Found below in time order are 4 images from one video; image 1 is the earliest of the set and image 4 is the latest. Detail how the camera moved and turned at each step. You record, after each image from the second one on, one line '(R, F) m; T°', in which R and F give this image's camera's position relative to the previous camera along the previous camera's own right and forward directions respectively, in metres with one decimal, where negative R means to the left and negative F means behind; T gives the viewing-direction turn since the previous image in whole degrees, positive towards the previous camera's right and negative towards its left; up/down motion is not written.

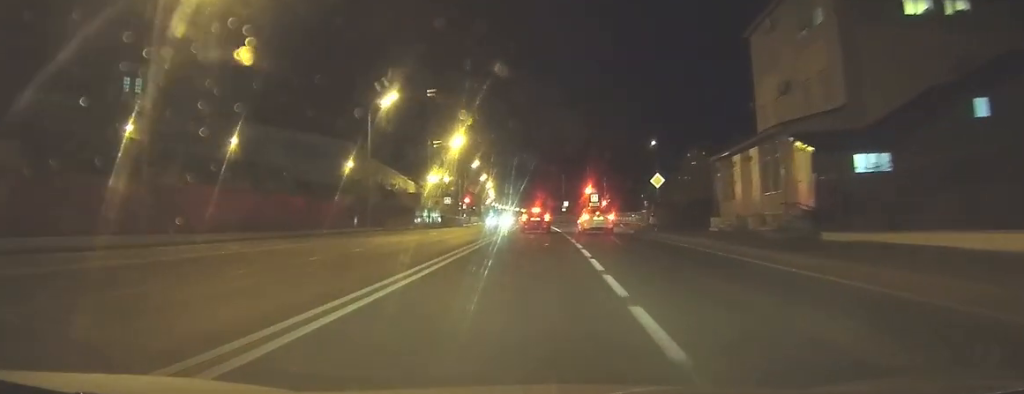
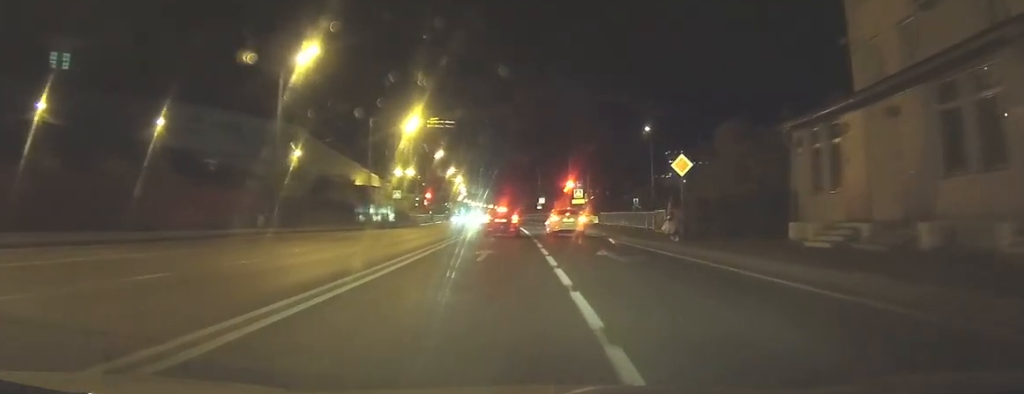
(0.0, +16.1) m; 0°
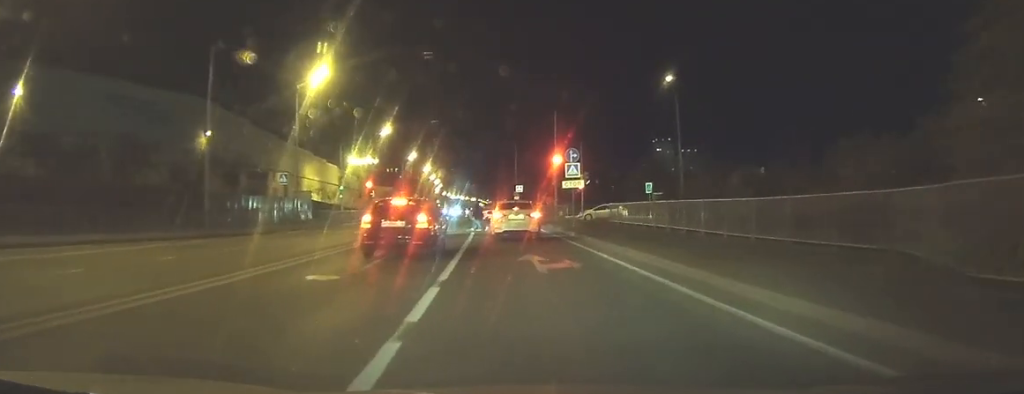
(-0.4, +26.8) m; -3°
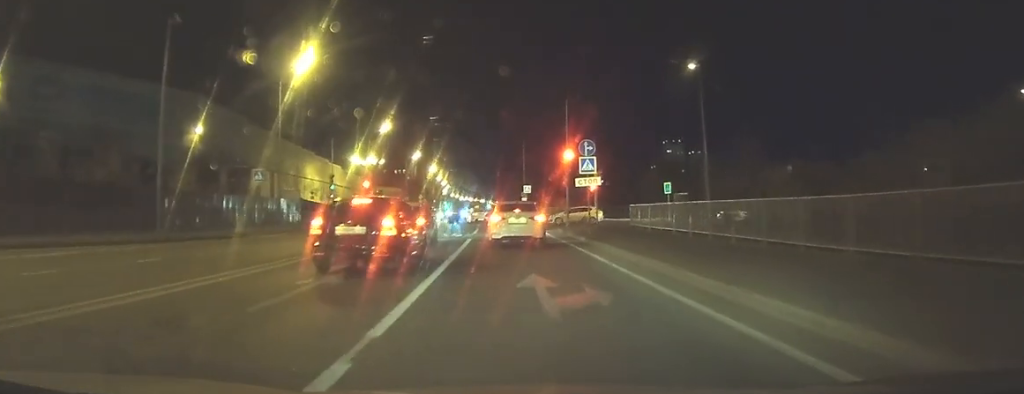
(-0.1, +5.7) m; -1°
